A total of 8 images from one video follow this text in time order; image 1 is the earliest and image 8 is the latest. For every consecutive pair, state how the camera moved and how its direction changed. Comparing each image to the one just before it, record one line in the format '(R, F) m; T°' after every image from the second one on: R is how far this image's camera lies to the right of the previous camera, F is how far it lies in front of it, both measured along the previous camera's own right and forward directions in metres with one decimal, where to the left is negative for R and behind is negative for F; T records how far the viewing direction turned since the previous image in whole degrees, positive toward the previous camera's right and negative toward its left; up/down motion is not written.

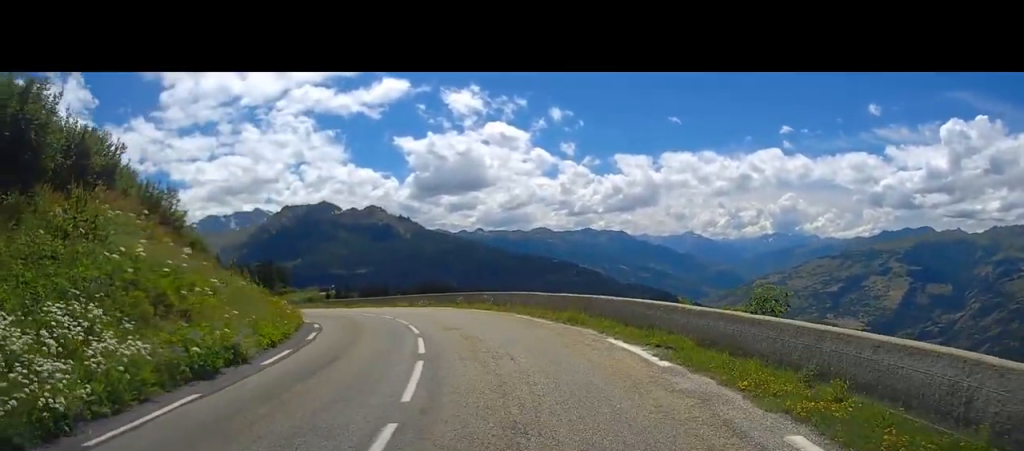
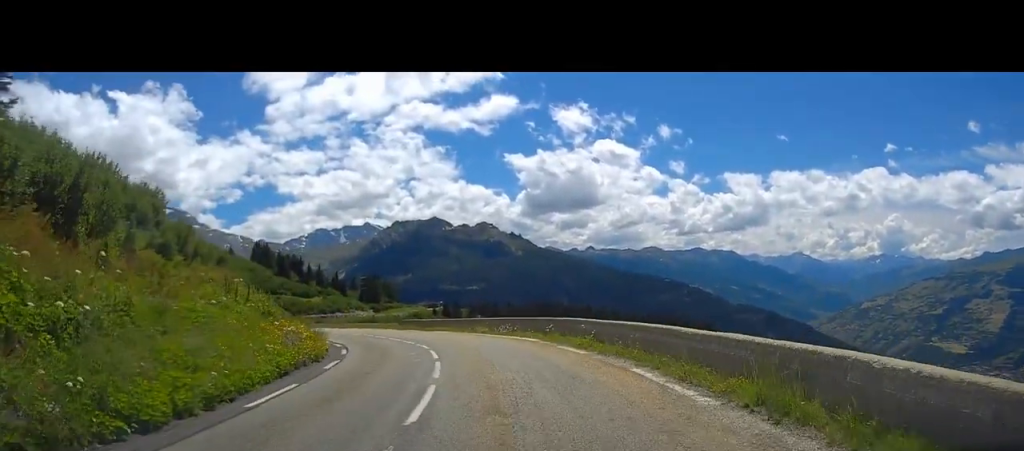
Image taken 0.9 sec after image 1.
(-0.5, +9.0) m; -9°
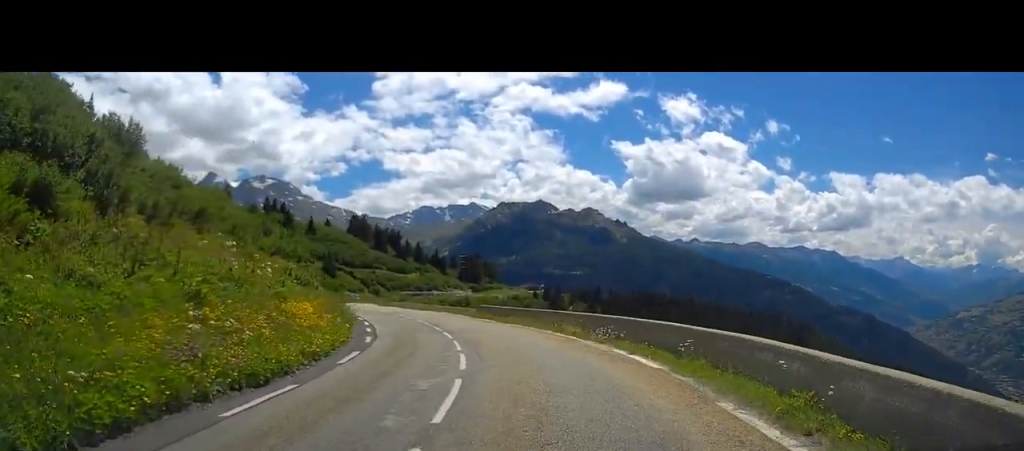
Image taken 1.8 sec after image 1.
(-0.9, +9.3) m; -10°
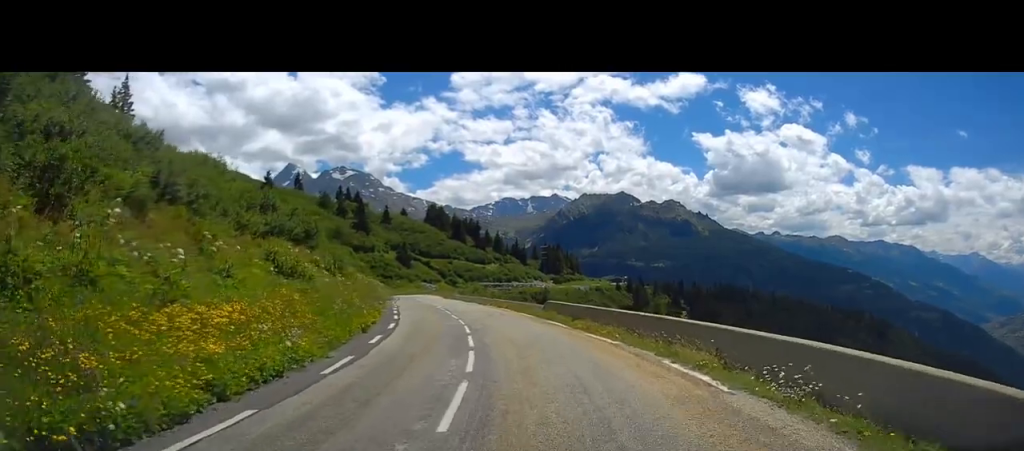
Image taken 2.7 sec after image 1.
(-0.7, +9.7) m; -7°
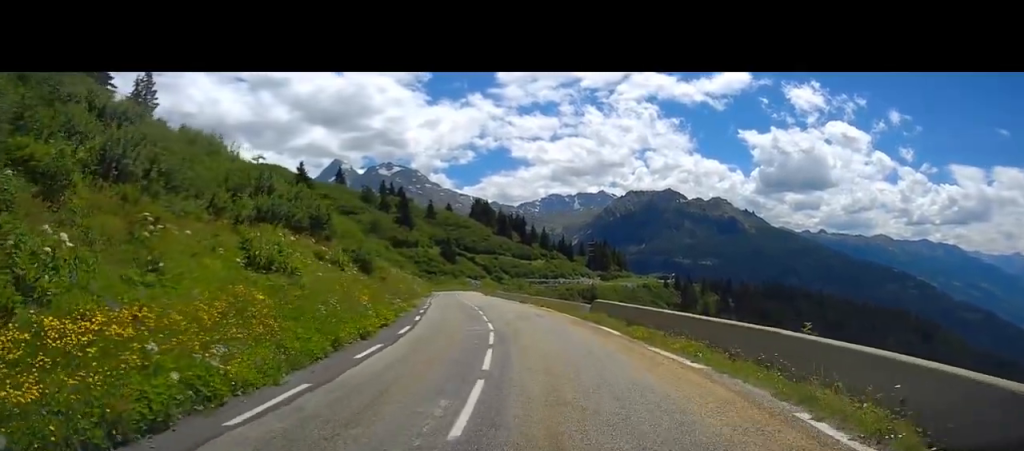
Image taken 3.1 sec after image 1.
(-0.2, +5.0) m; -2°
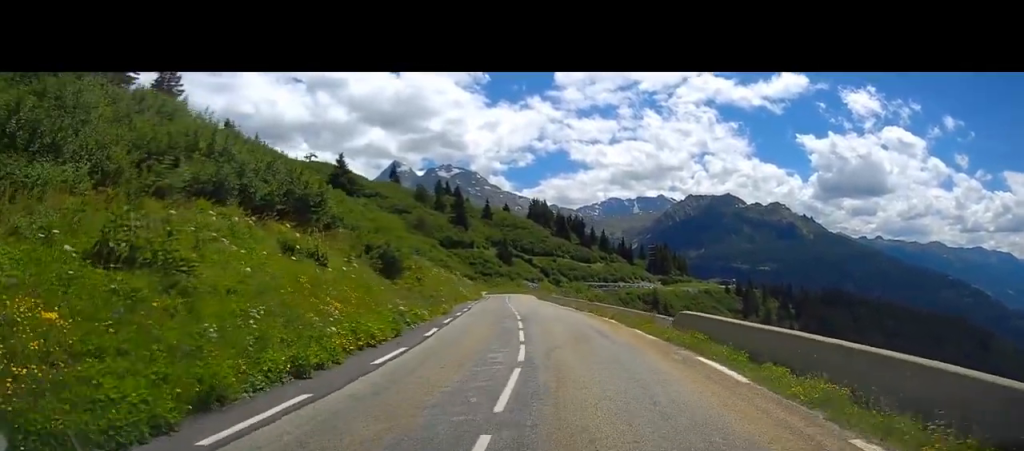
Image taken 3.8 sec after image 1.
(-0.3, +7.6) m; -2°
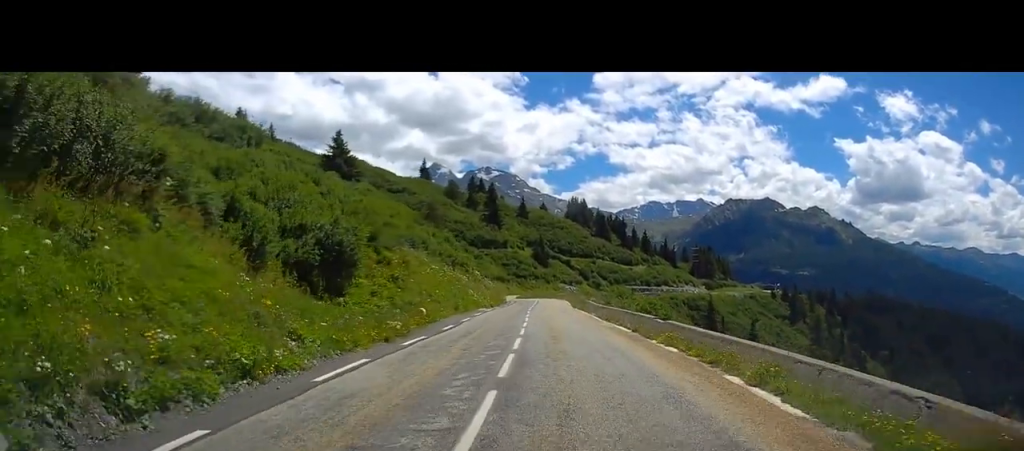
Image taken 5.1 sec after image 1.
(-0.1, +14.7) m; -2°
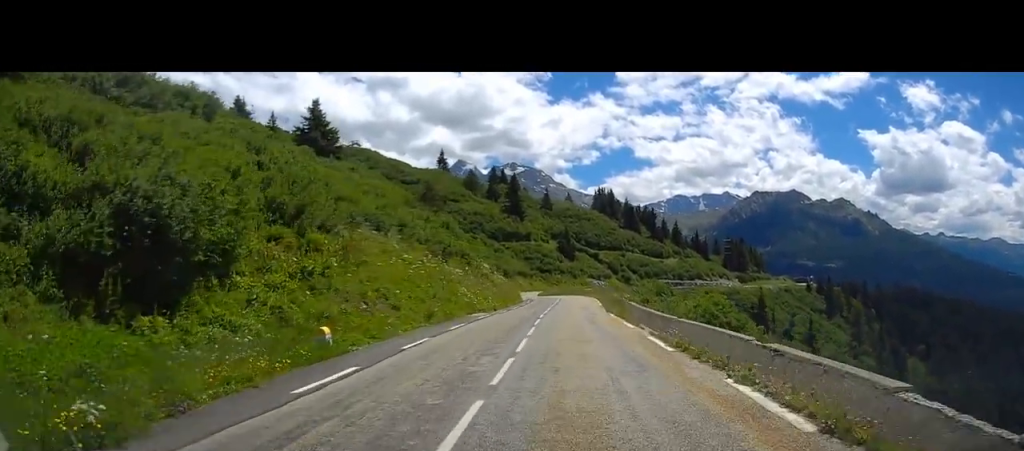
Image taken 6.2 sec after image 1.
(-0.1, +12.1) m; +1°
